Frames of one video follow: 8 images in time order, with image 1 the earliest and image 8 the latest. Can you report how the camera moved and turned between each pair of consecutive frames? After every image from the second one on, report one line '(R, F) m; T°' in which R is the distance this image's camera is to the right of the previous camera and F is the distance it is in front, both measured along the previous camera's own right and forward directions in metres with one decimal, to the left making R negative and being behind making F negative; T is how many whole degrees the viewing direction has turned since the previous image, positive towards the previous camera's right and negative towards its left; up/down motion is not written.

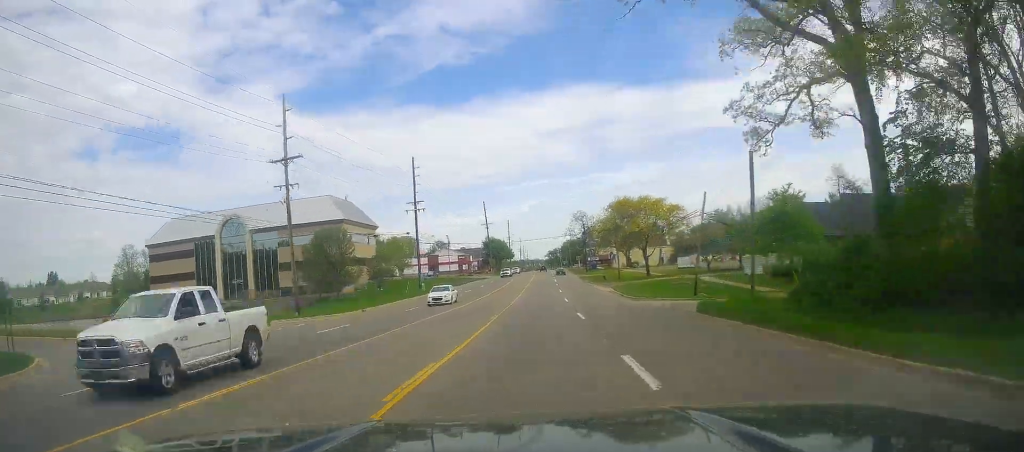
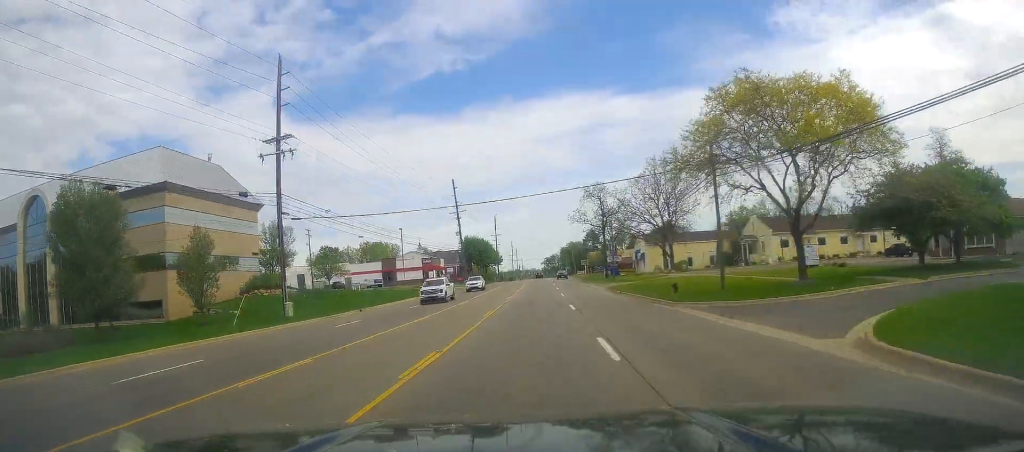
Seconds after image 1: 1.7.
(-0.5, +43.4) m; +1°
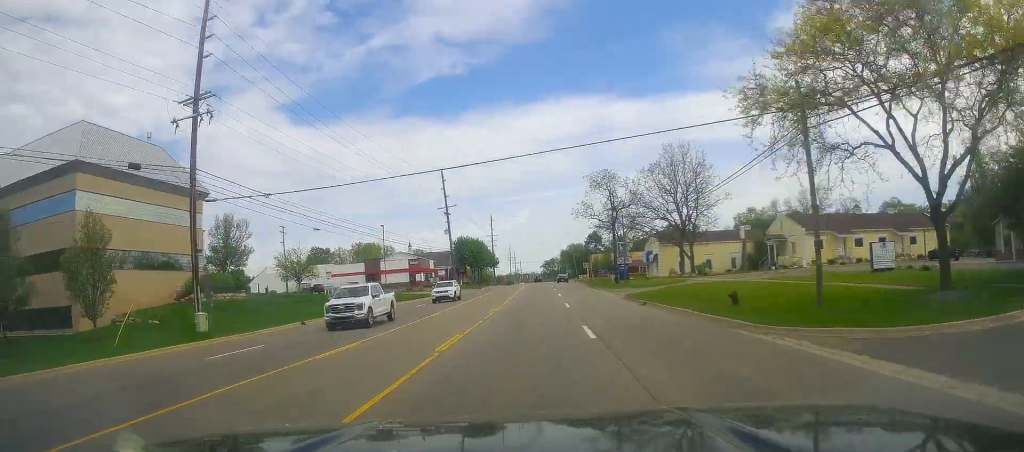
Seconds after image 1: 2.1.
(+0.2, +11.1) m; +1°
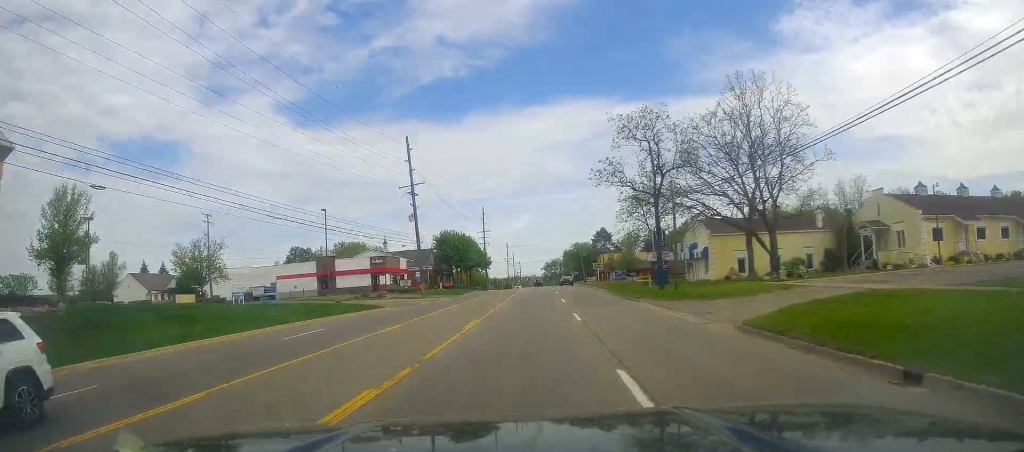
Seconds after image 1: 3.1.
(+0.4, +24.8) m; +1°
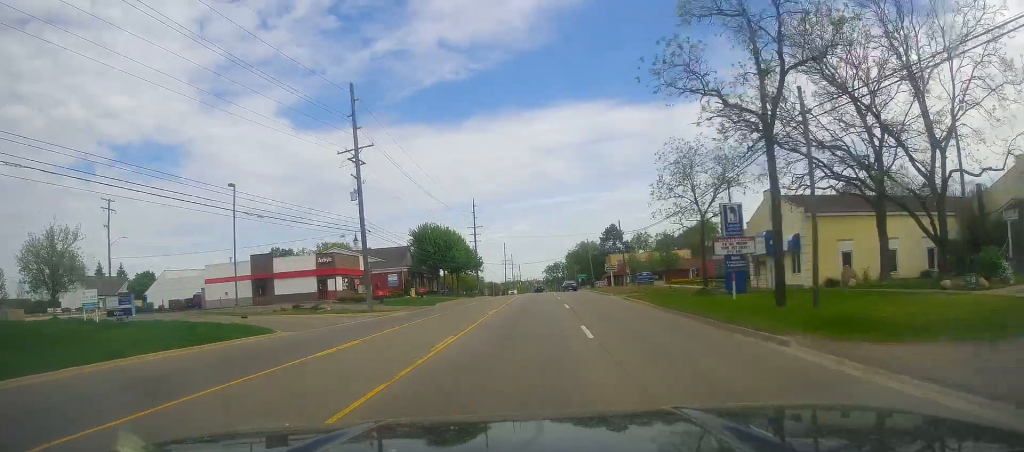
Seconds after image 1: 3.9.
(-0.3, +21.2) m; 0°
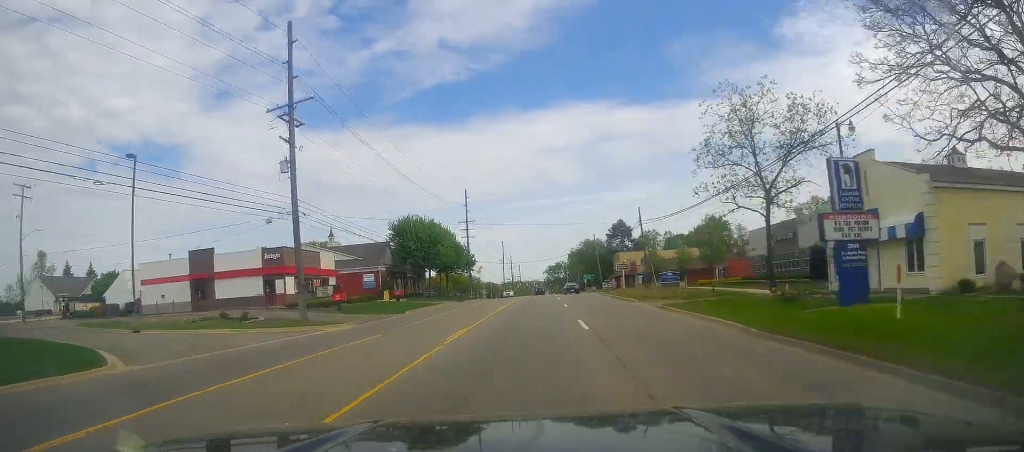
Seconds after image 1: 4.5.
(+0.2, +13.3) m; -1°
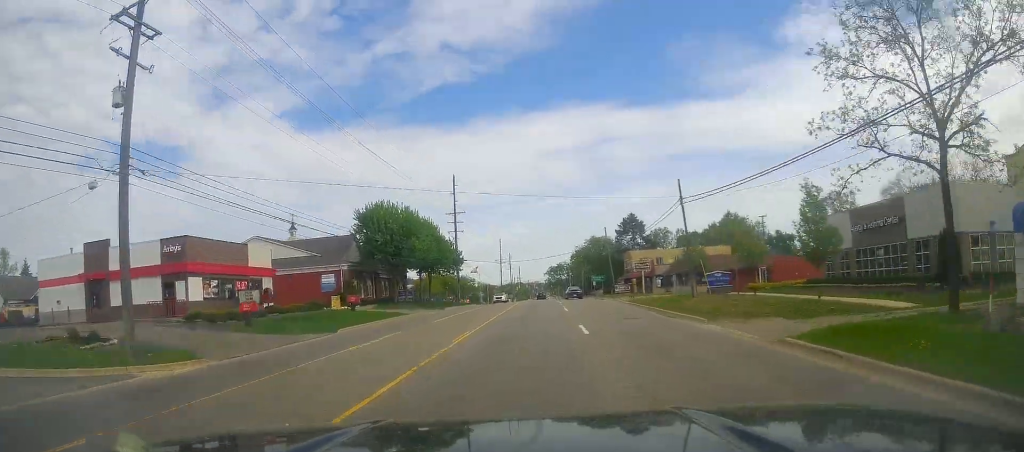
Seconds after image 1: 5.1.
(0.0, +15.4) m; -1°
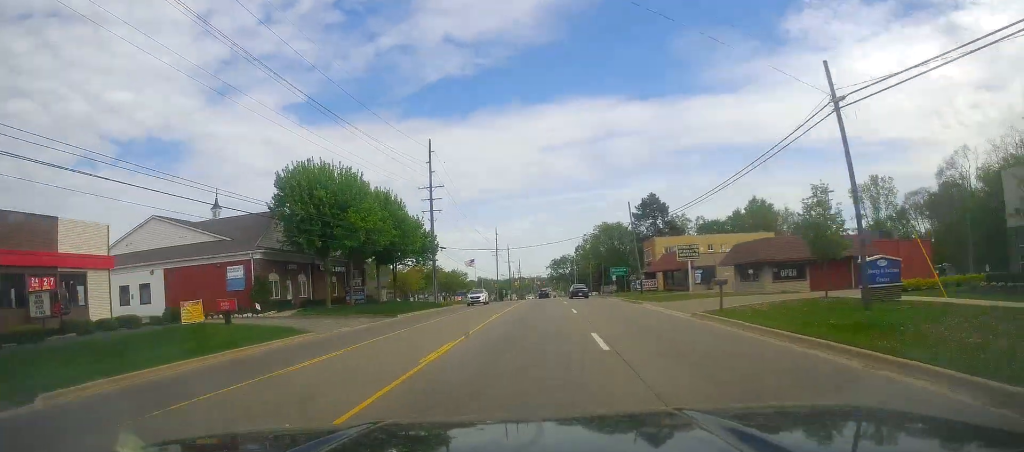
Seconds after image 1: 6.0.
(-0.5, +20.3) m; -1°
